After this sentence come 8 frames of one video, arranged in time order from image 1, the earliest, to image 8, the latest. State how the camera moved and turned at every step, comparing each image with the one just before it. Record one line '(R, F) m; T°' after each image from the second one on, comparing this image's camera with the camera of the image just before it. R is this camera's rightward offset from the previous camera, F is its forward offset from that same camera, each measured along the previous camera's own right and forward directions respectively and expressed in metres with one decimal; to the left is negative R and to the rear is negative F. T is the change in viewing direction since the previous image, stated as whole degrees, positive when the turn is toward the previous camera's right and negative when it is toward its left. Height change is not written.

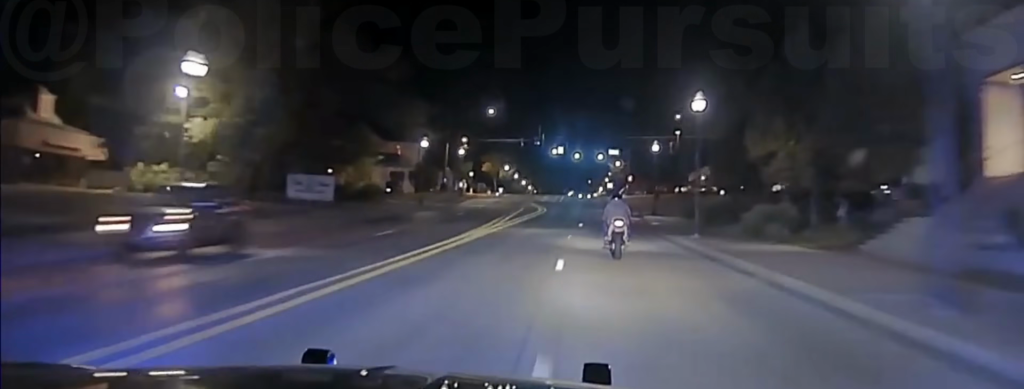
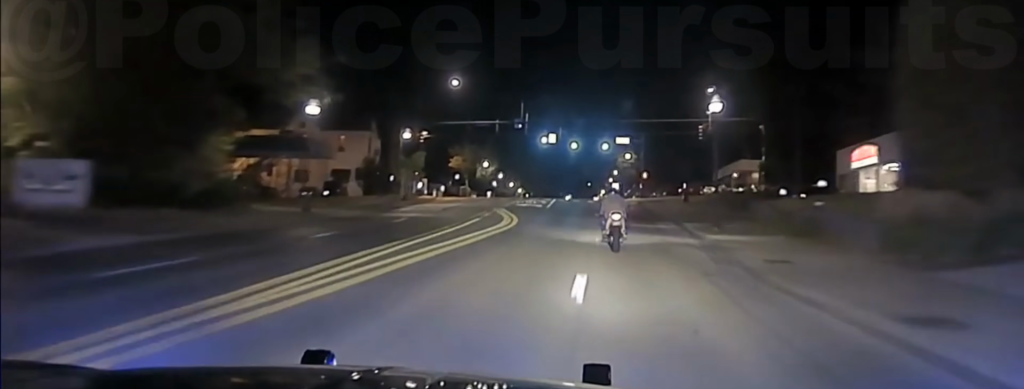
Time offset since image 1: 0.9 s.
(0.0, +27.8) m; 0°
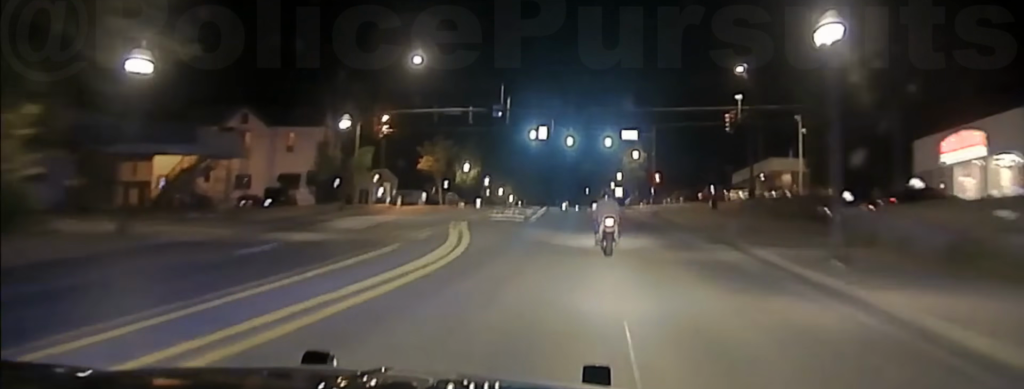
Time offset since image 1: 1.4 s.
(0.0, +16.6) m; 0°
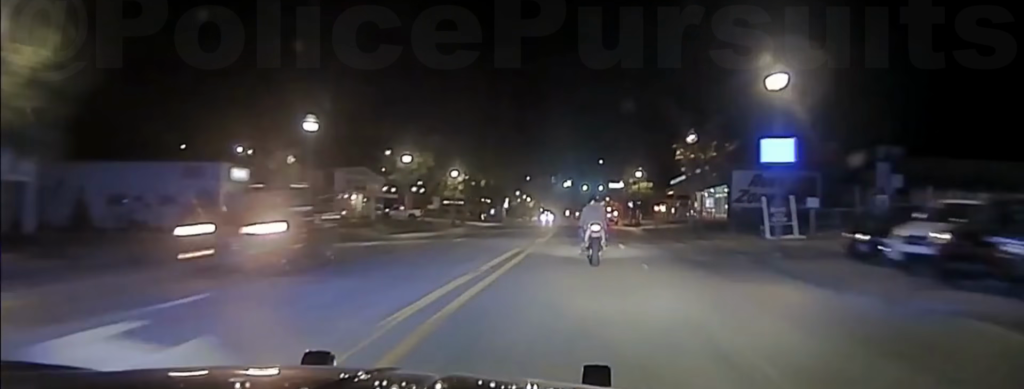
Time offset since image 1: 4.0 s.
(0.0, +77.4) m; 0°
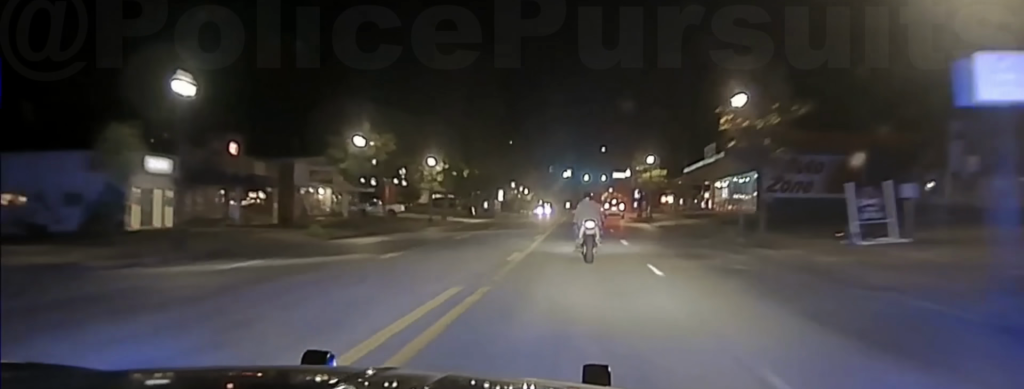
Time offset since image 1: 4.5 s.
(0.0, +12.9) m; 0°
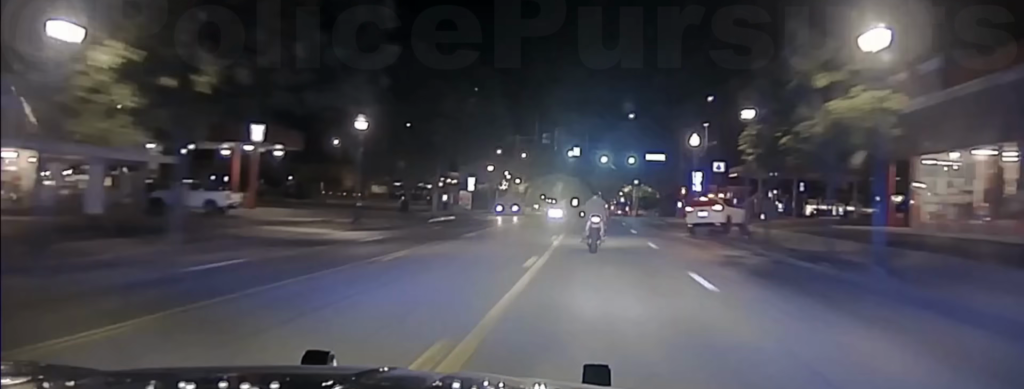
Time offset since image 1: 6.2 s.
(-0.3, +49.3) m; 0°
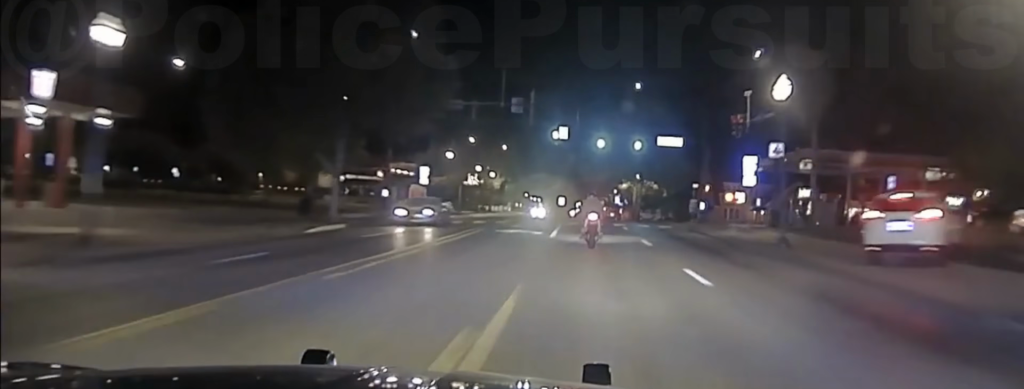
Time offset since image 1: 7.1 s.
(0.0, +26.2) m; 0°
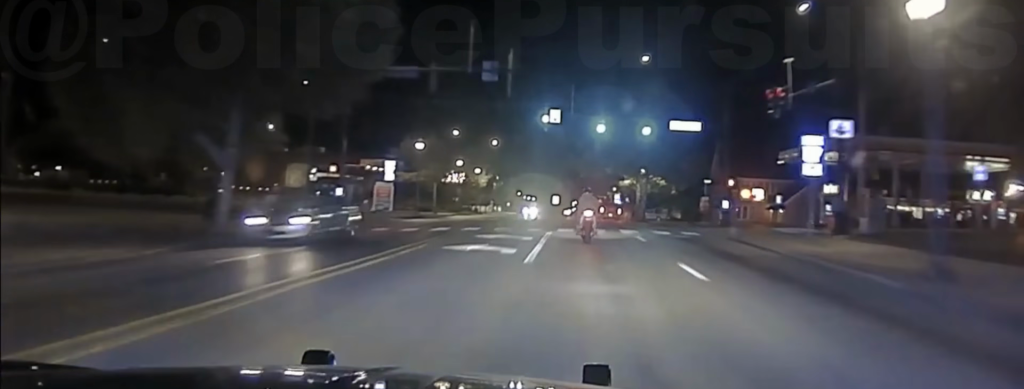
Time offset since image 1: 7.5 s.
(0.0, +11.6) m; 0°
